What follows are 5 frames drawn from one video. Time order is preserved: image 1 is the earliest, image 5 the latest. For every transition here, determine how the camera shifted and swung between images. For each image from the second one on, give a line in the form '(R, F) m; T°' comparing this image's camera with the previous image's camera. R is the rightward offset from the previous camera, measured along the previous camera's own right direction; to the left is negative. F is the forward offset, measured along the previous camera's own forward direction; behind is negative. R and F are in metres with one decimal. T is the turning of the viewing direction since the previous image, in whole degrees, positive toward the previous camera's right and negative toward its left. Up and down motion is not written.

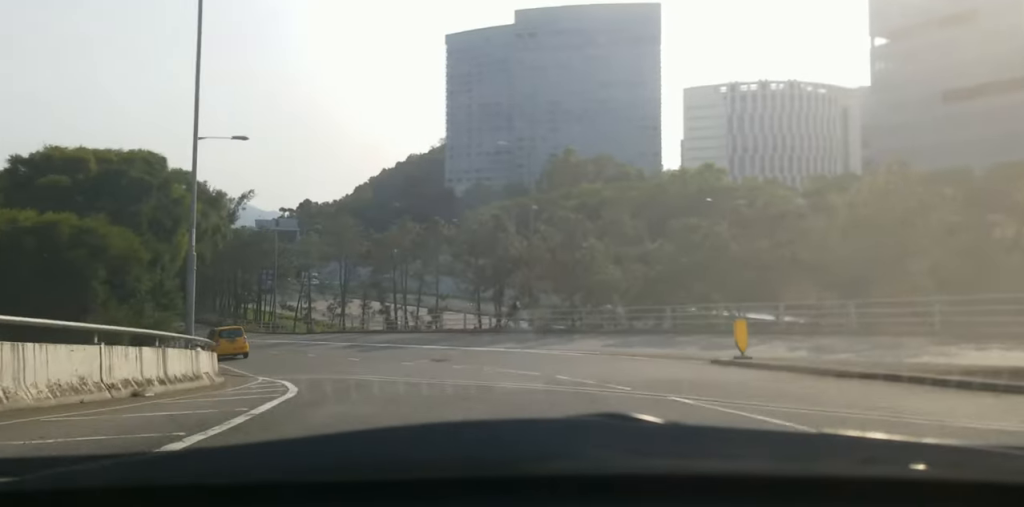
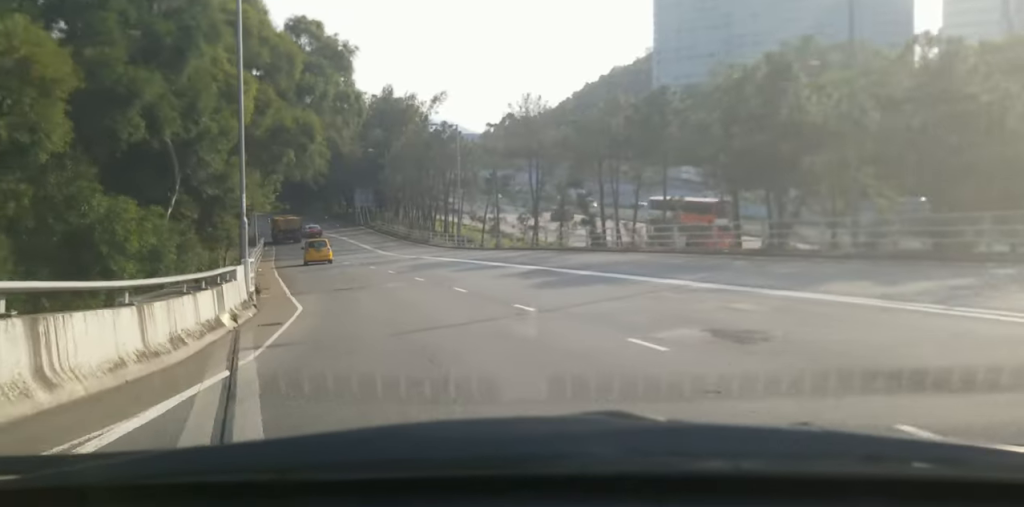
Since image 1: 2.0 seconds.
(-2.6, +19.6) m; -20°
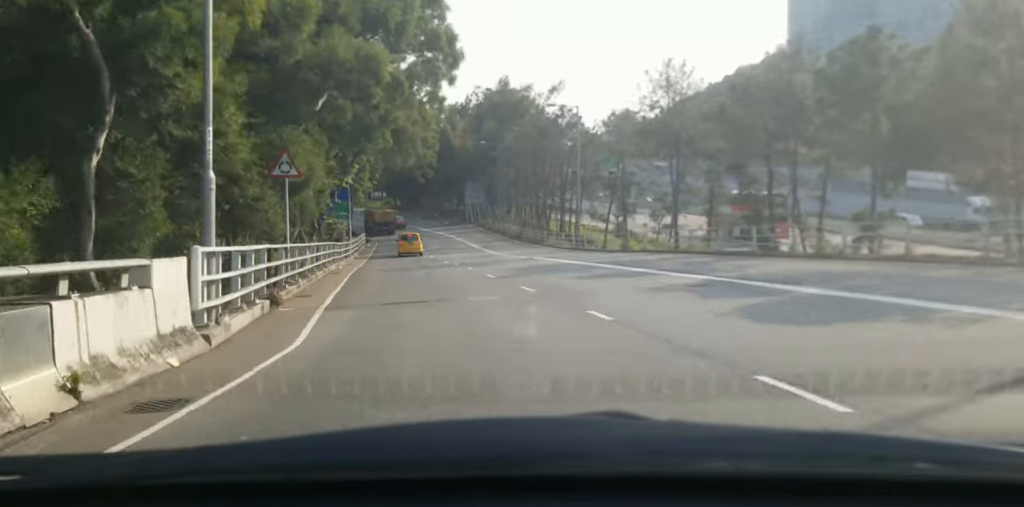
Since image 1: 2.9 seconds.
(-1.1, +9.6) m; -7°
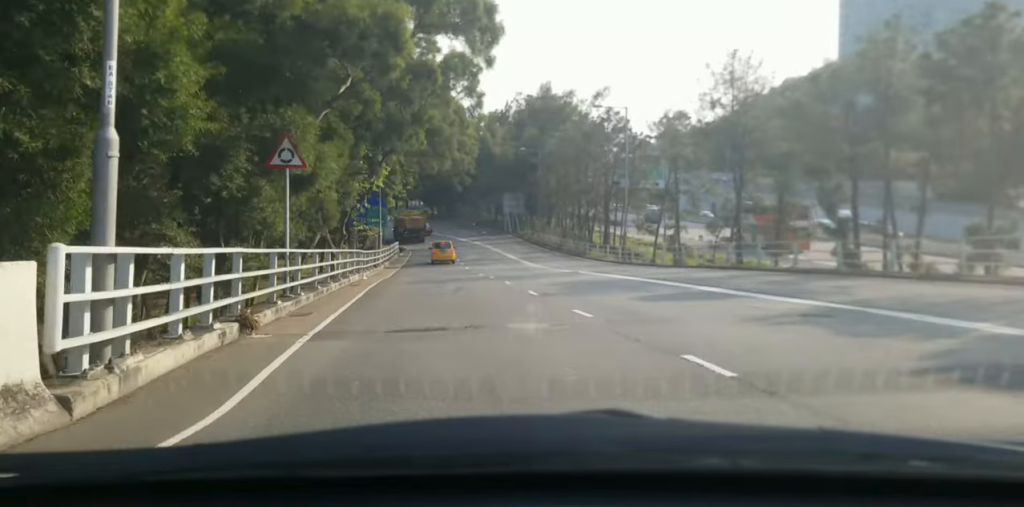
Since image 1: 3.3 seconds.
(-0.1, +4.4) m; -2°
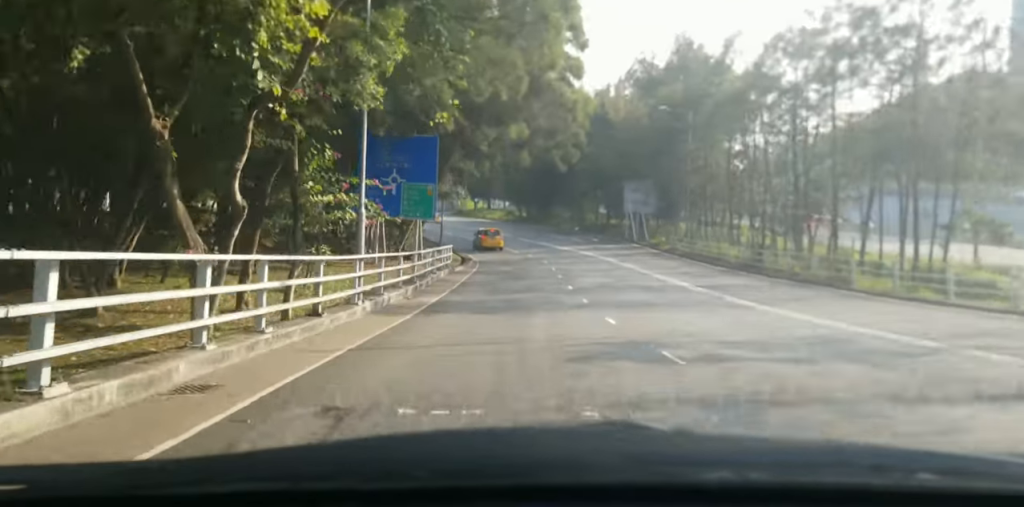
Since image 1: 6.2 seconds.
(-3.4, +33.5) m; -8°
